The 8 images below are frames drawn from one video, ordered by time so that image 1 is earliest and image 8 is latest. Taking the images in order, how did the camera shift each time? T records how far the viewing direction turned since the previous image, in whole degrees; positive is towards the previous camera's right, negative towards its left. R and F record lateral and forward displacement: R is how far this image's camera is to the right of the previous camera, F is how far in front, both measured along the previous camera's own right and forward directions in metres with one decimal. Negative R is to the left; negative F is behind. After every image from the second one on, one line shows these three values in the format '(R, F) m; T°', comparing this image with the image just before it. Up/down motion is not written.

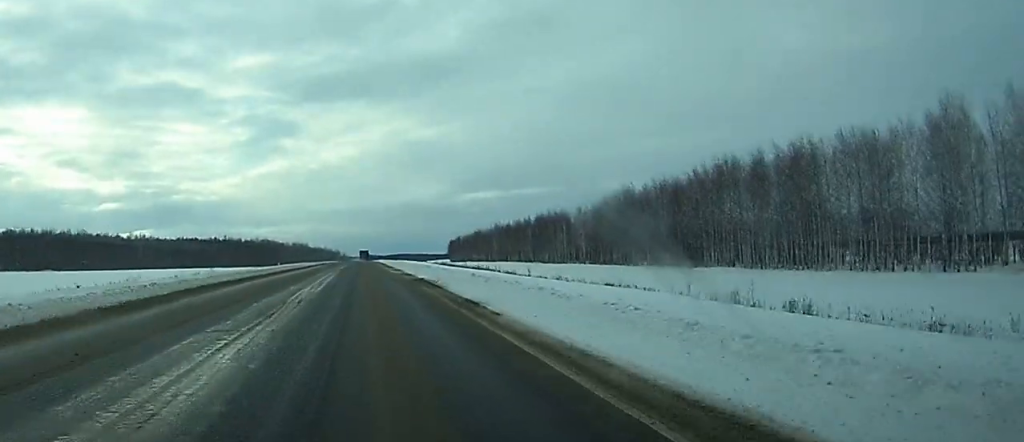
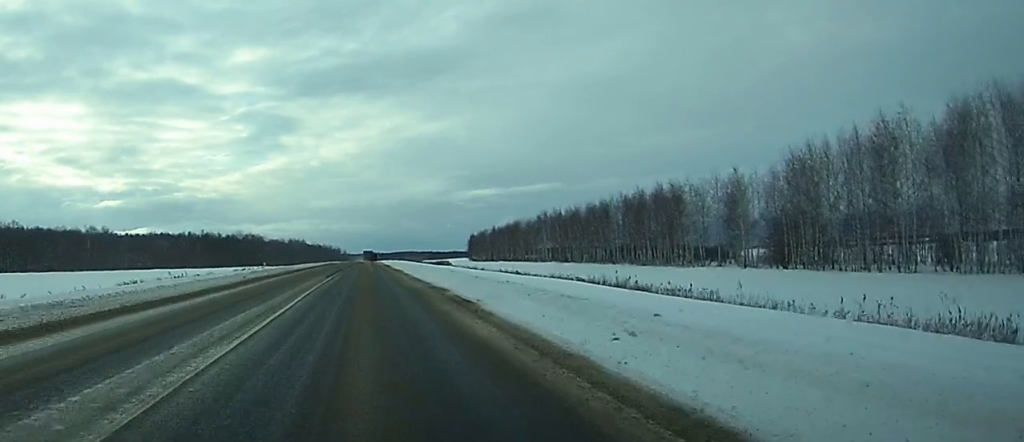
(-0.1, +75.7) m; 0°
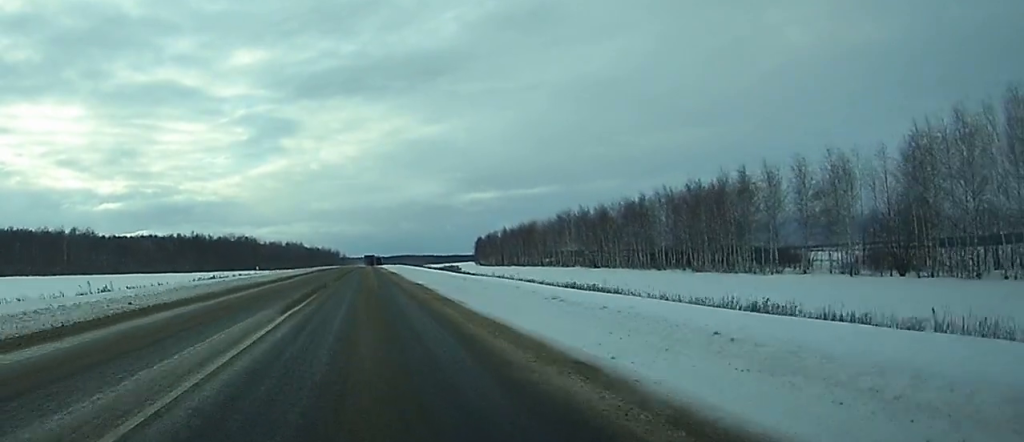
(+0.1, +24.1) m; 0°
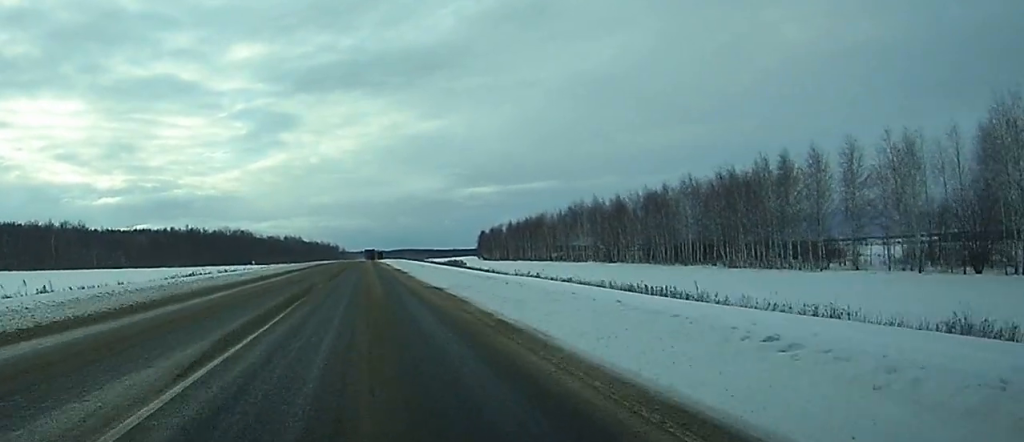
(0.0, +11.2) m; 0°
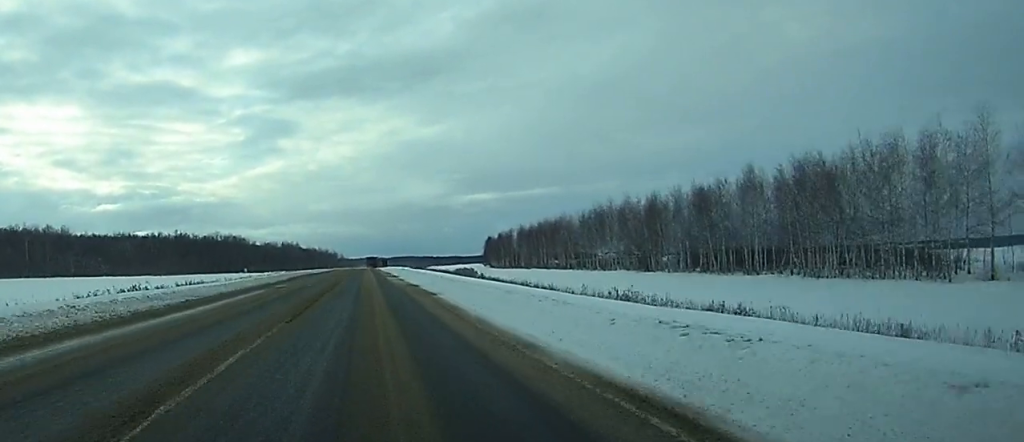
(0.0, +20.9) m; 0°
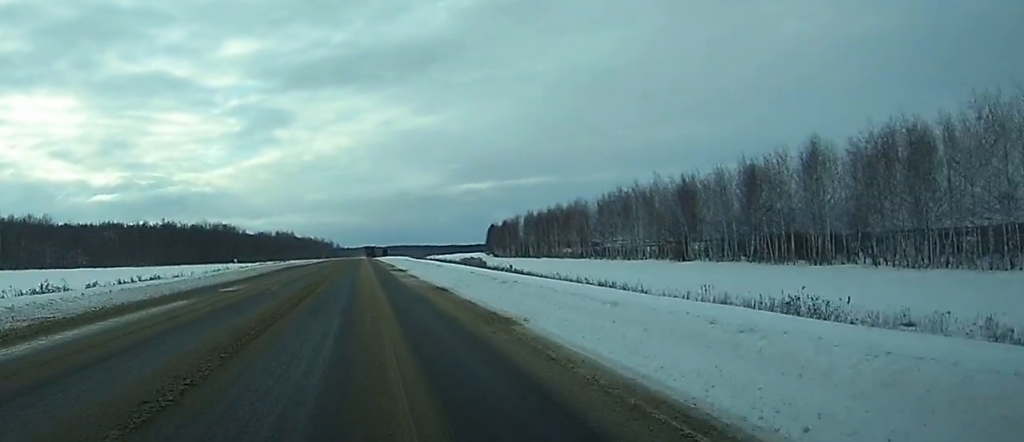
(-0.1, +16.9) m; 0°
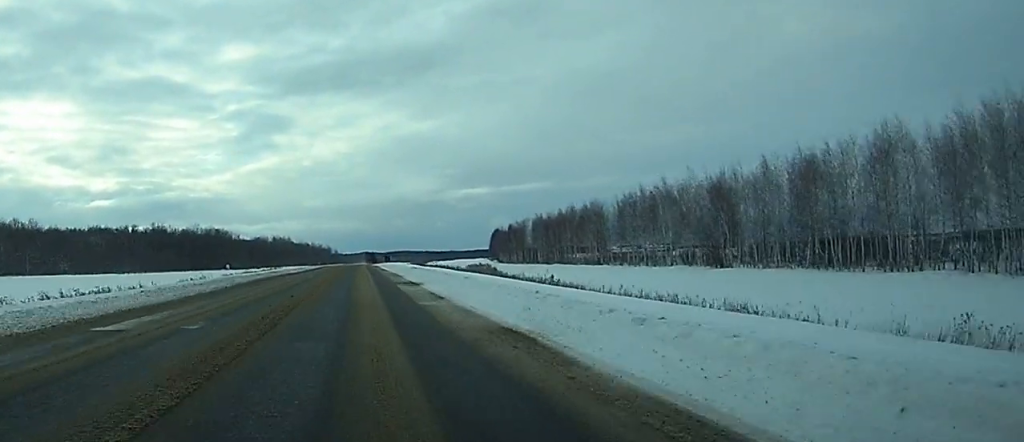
(0.0, +13.7) m; 0°
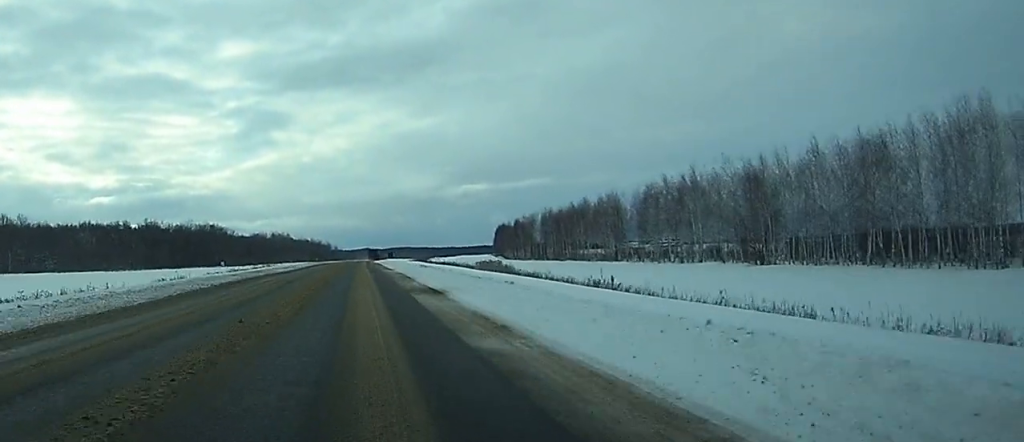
(0.0, +11.3) m; 0°
